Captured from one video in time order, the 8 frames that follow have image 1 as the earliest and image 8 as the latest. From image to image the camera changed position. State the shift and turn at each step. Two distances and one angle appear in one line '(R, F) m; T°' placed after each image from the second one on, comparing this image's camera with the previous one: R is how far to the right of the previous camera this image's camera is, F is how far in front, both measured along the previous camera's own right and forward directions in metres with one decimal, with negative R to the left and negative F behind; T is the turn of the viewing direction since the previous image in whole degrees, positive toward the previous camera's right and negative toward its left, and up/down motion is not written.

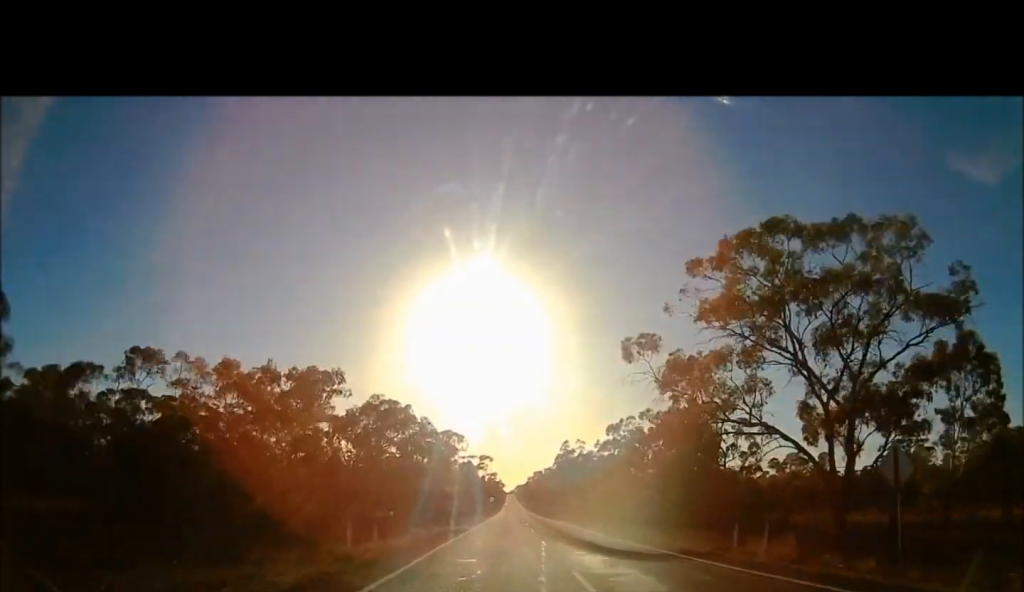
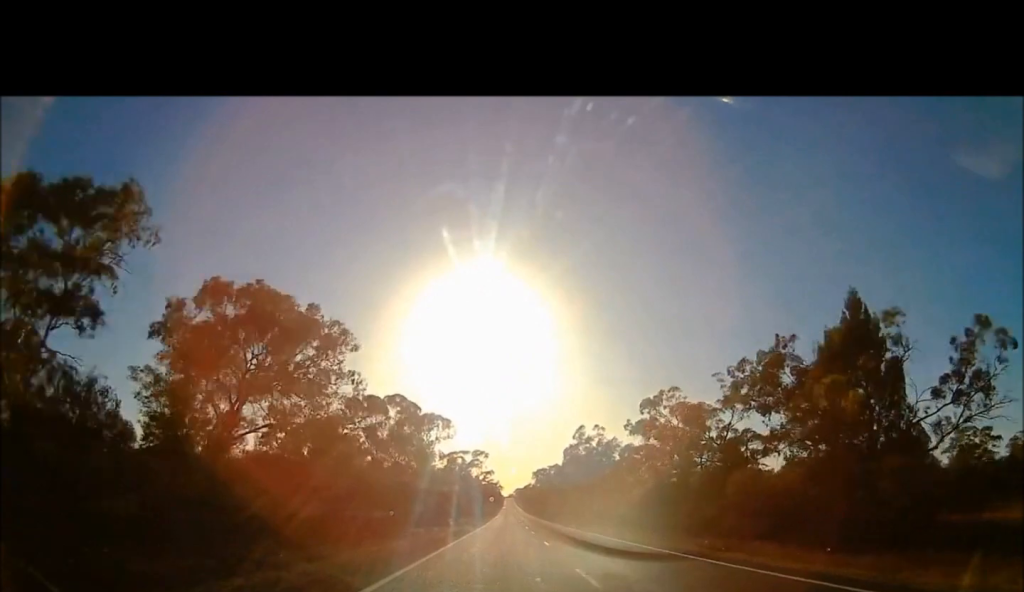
(-0.1, +33.9) m; 0°
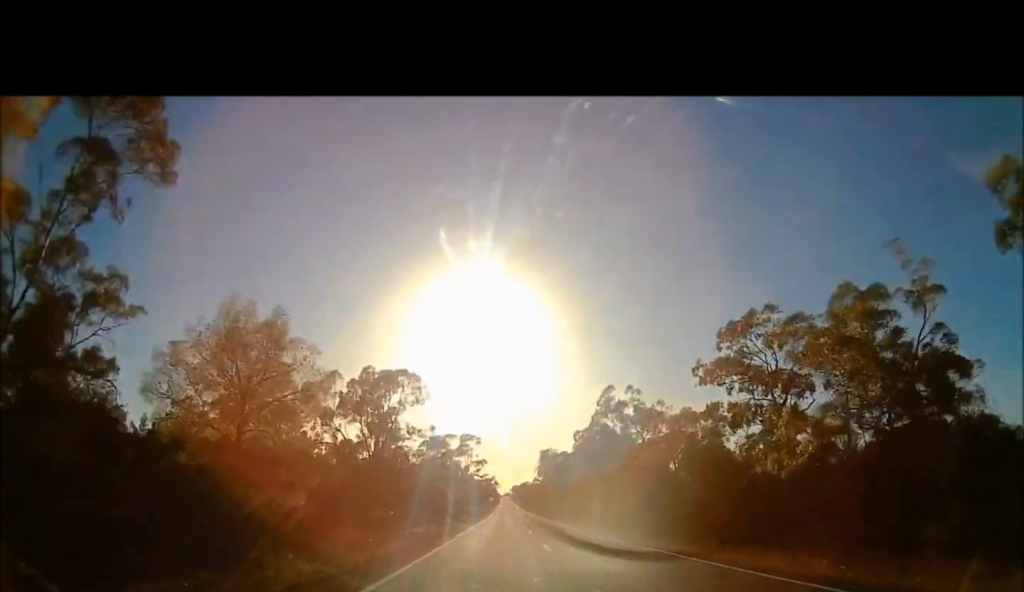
(0.0, +36.8) m; 0°
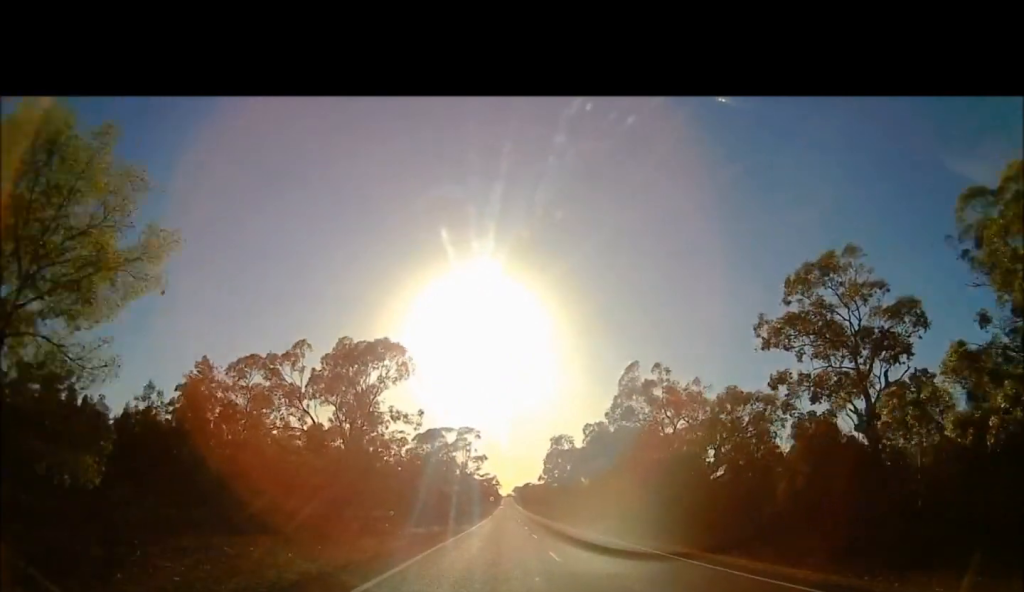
(+0.1, +14.1) m; 0°
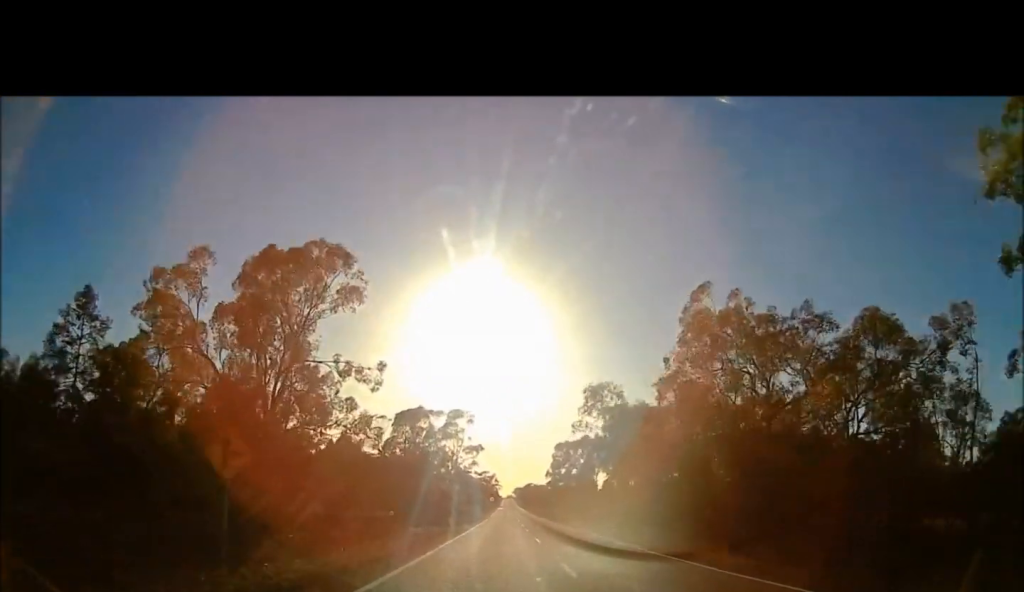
(0.0, +23.4) m; 0°
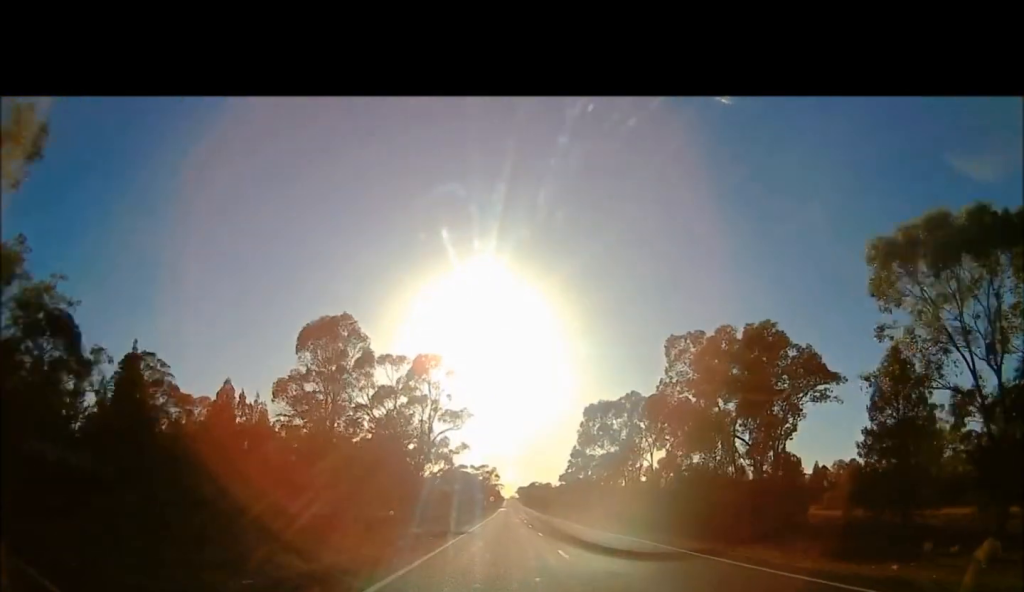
(-0.1, +38.1) m; 0°
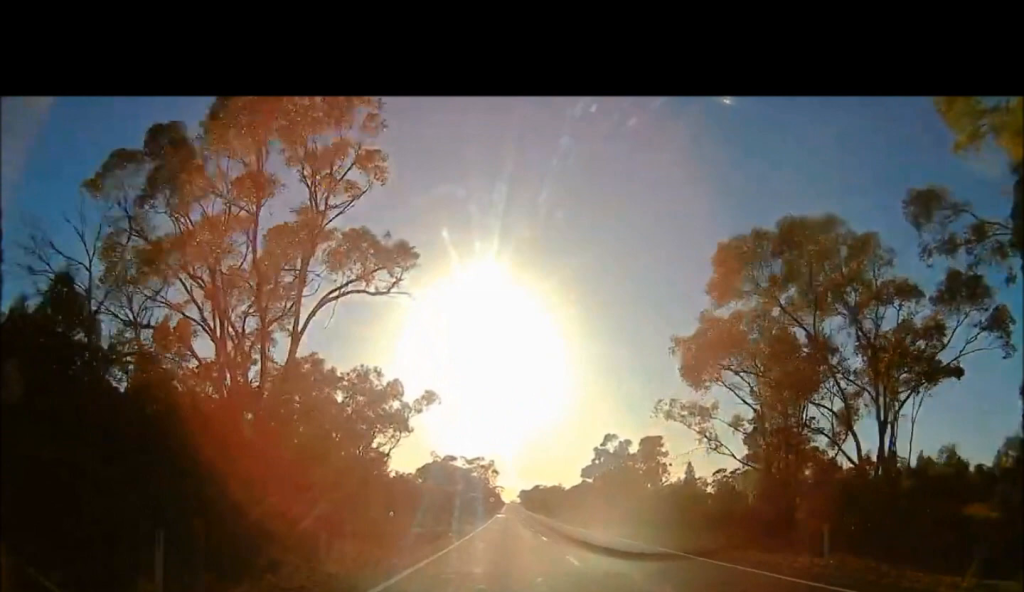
(-0.2, +45.2) m; -1°
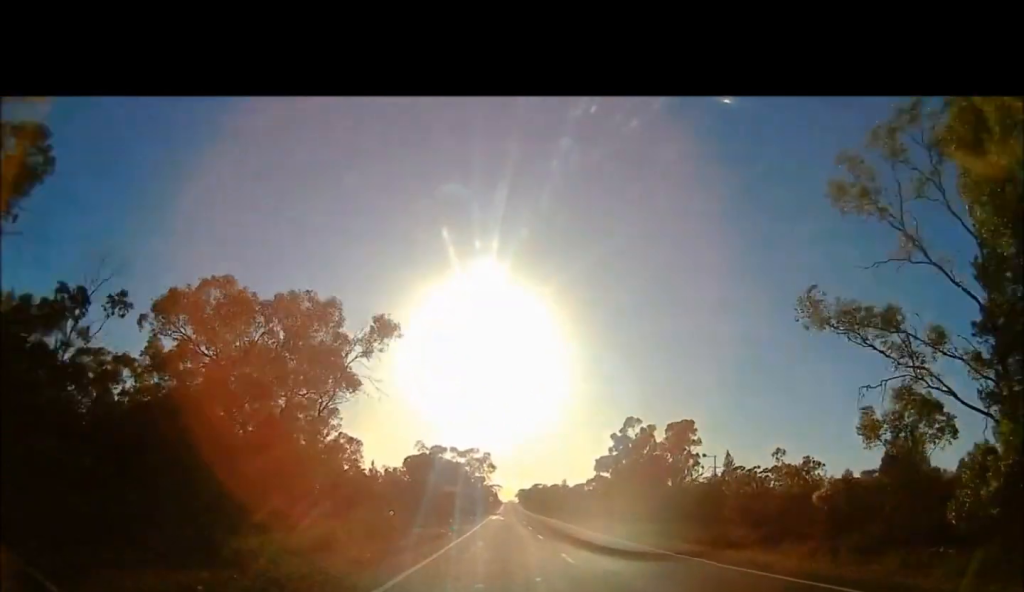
(-0.1, +22.8) m; -1°
